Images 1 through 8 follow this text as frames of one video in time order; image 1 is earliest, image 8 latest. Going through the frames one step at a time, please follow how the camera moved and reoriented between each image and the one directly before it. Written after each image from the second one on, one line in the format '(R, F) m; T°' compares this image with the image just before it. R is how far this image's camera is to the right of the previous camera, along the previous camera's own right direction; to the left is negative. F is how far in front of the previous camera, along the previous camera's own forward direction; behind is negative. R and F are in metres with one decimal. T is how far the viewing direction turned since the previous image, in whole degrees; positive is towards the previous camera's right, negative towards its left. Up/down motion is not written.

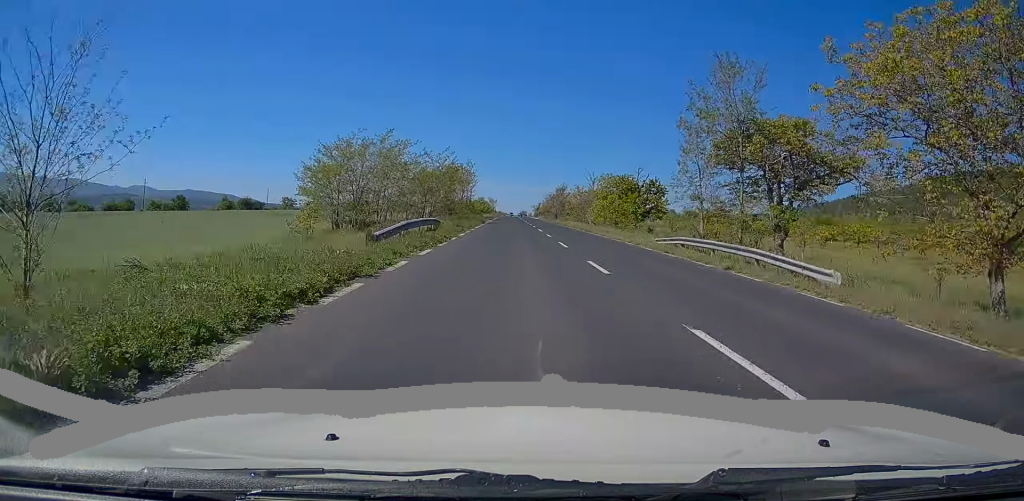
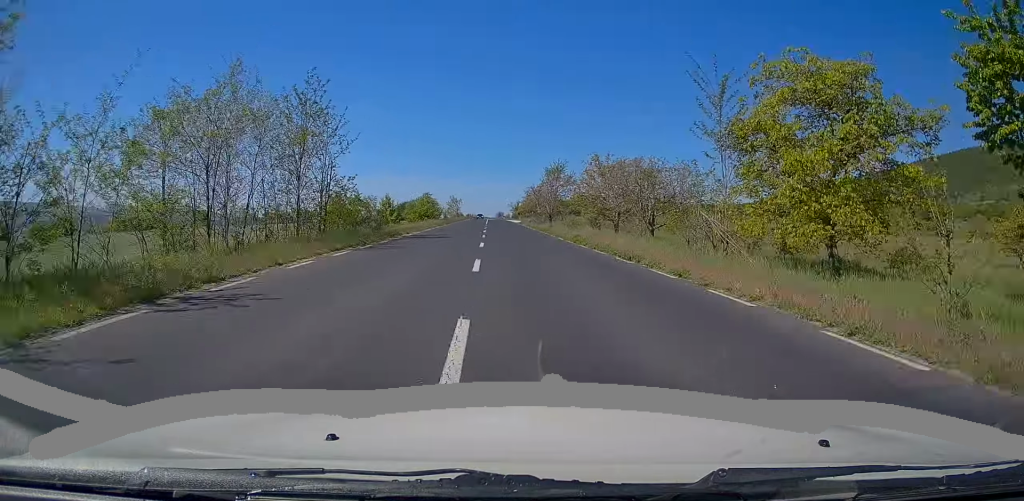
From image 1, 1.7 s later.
(+1.4, +52.9) m; +2°
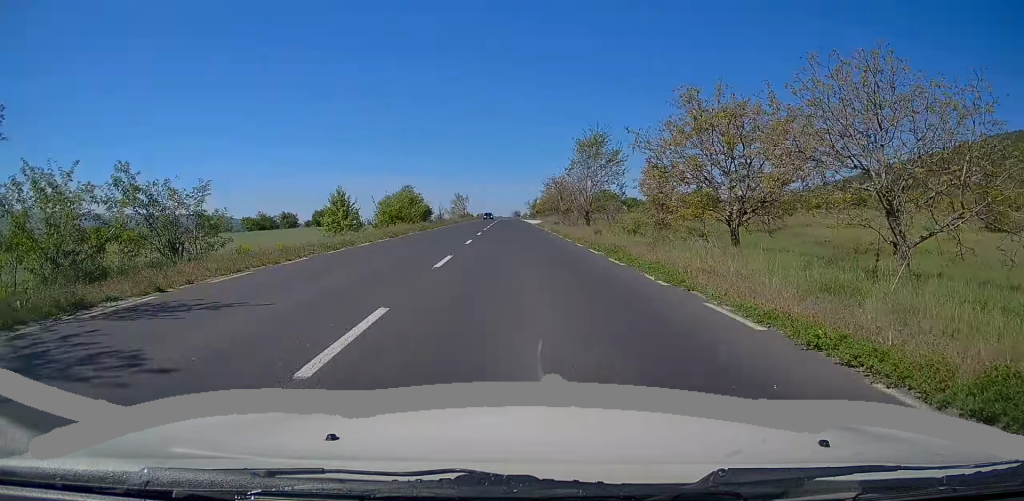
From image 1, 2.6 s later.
(+0.2, +25.7) m; 0°
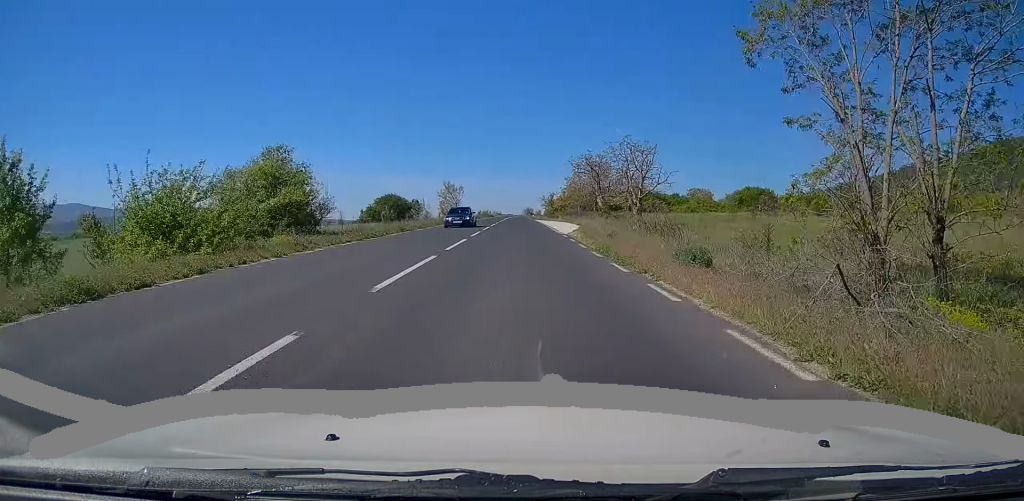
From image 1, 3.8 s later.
(-0.1, +37.3) m; -1°
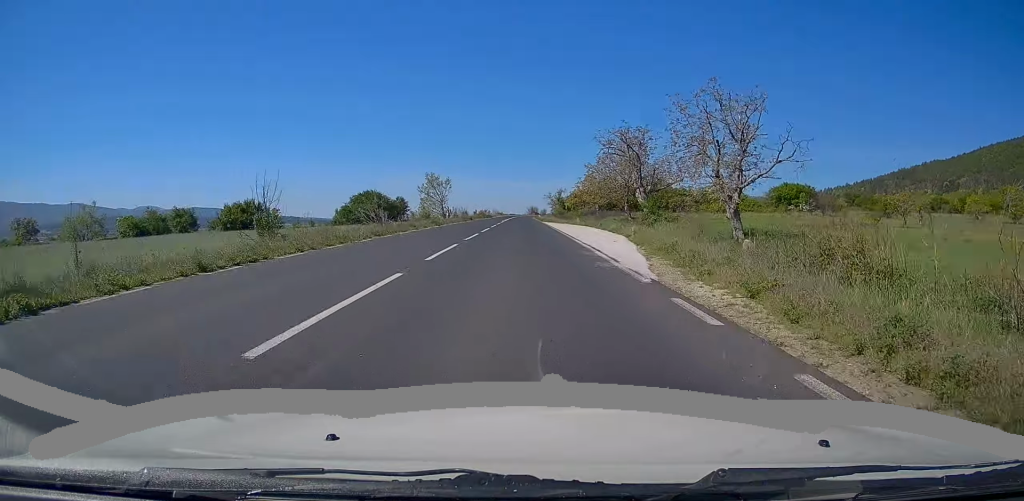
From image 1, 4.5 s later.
(-0.3, +21.7) m; -1°
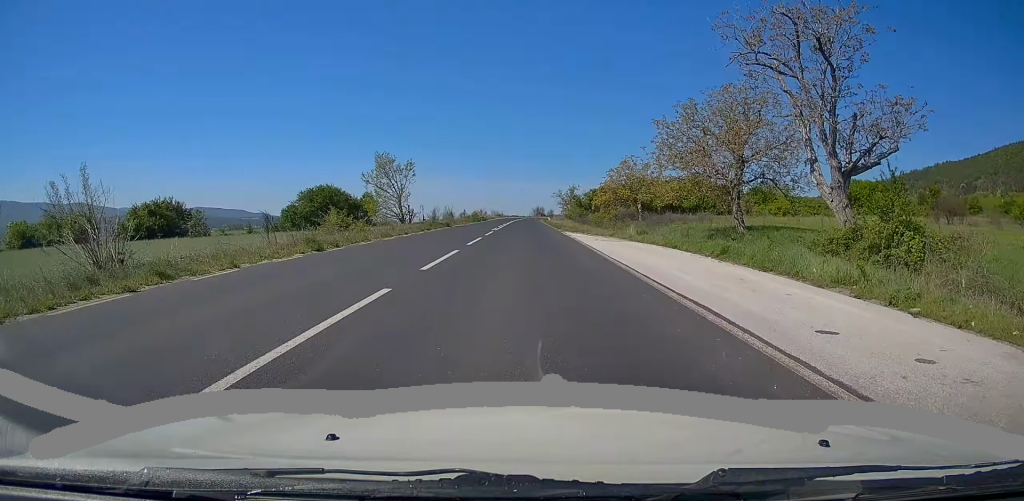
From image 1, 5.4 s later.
(-0.2, +28.7) m; 0°
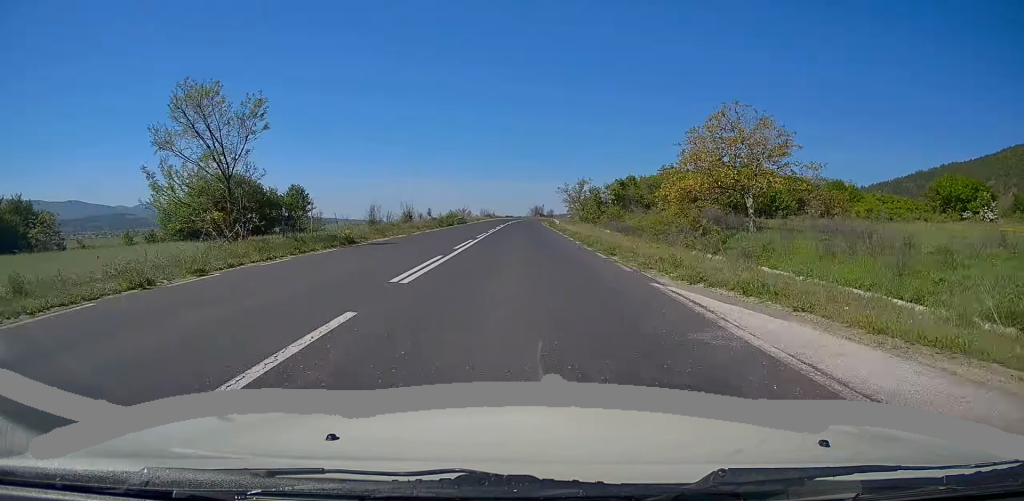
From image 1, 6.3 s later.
(+0.1, +28.5) m; 0°
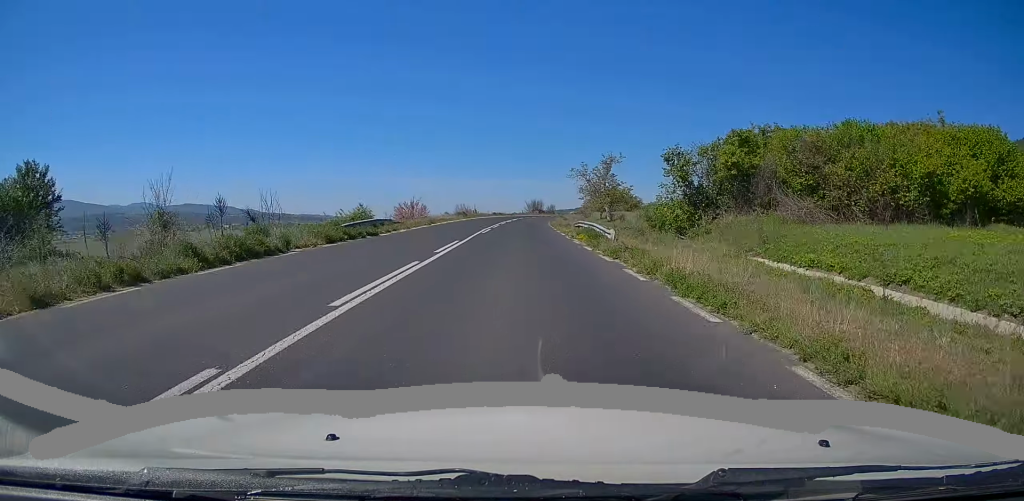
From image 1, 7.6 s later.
(0.0, +37.6) m; 0°
